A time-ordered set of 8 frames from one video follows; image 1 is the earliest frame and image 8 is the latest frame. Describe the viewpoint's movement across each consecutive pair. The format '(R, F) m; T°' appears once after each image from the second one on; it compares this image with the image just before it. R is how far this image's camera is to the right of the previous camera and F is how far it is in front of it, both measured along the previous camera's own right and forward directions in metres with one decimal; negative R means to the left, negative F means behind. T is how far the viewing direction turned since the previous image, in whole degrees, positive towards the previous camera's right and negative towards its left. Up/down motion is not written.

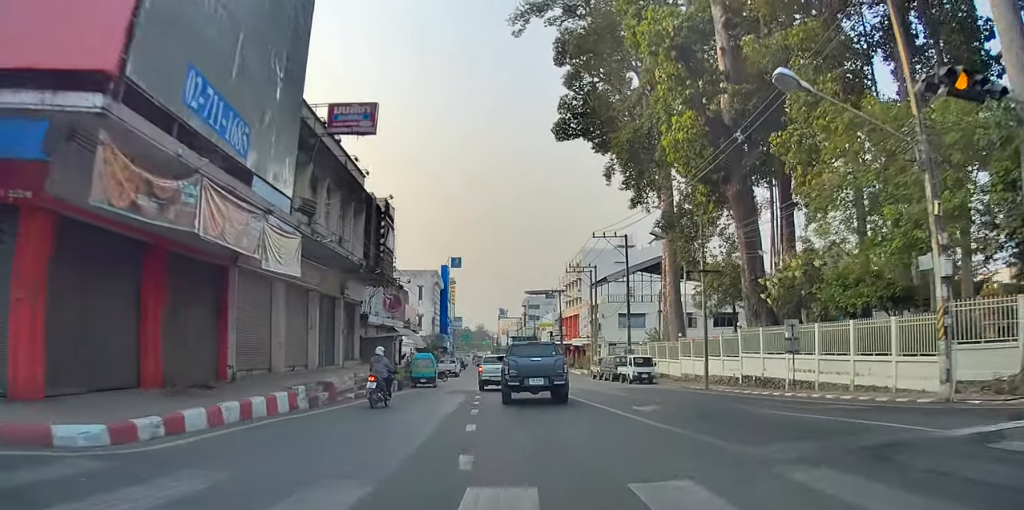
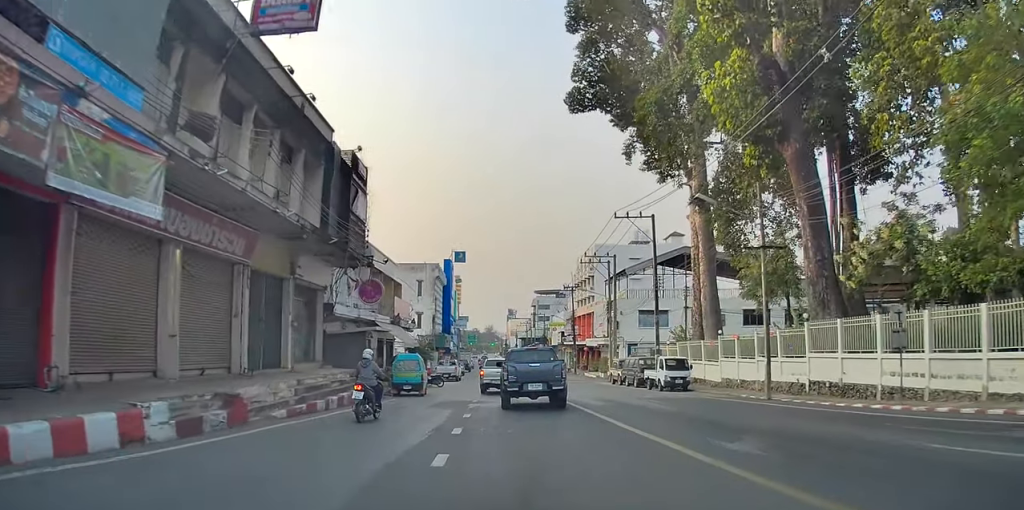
(0.0, +6.8) m; 0°
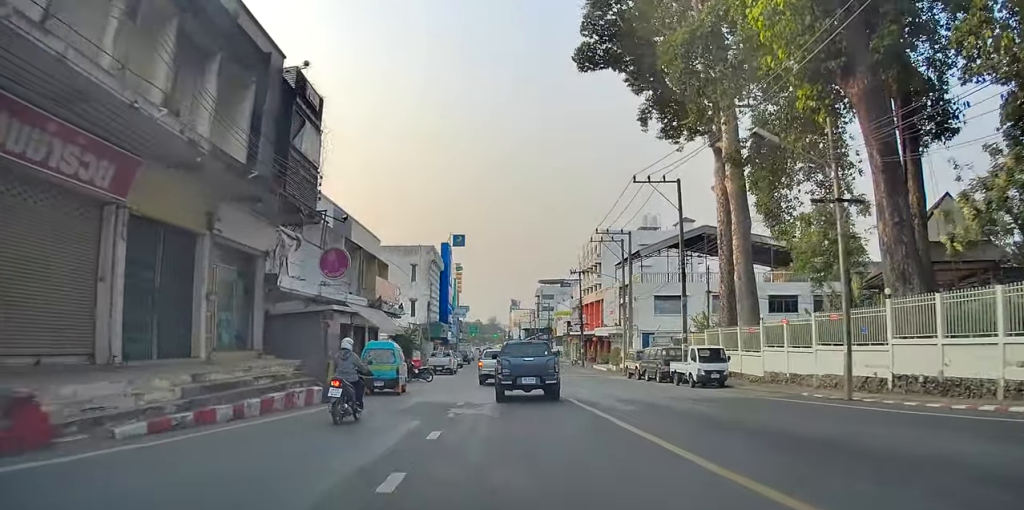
(0.0, +5.9) m; 0°
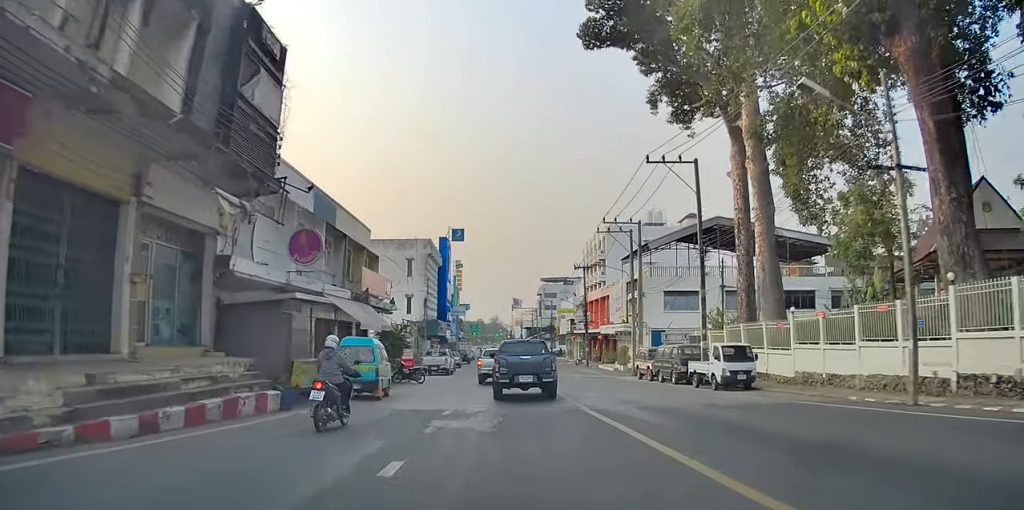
(0.0, +3.4) m; 0°
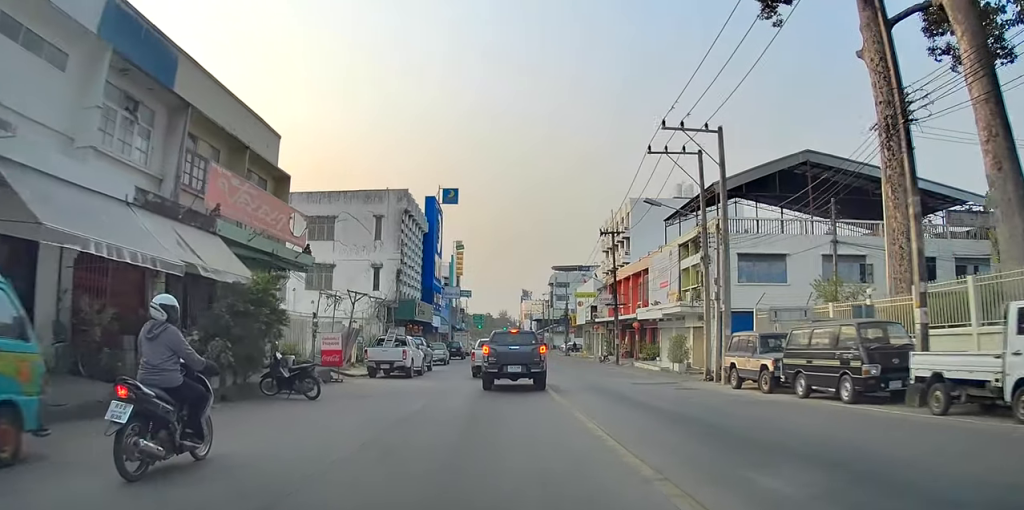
(0.0, +16.7) m; 0°
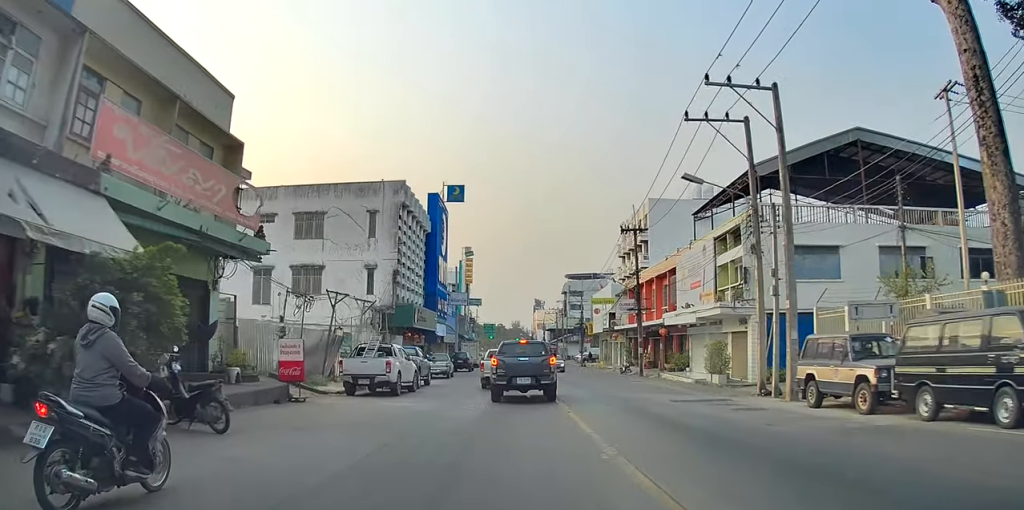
(0.0, +5.4) m; 0°
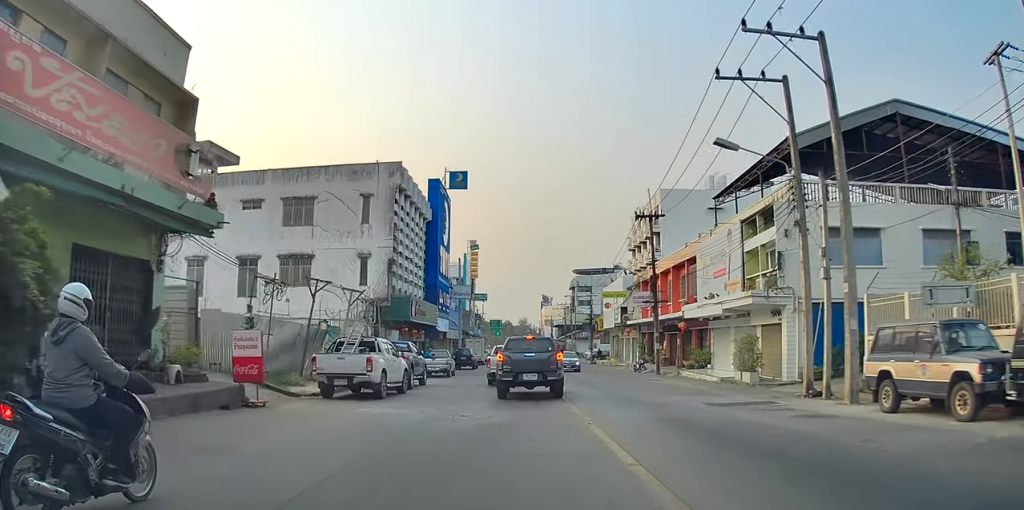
(0.0, +3.4) m; 0°
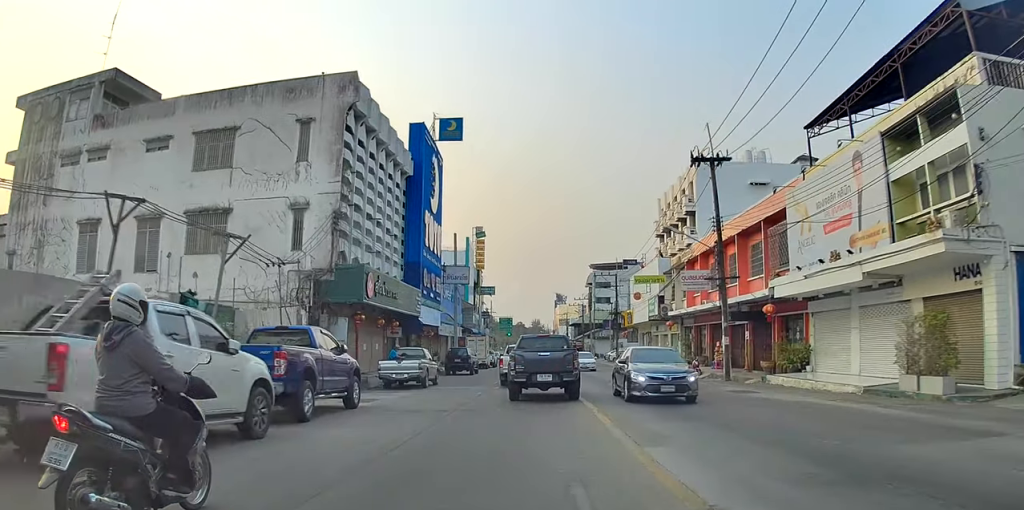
(-0.4, +12.7) m; -6°
